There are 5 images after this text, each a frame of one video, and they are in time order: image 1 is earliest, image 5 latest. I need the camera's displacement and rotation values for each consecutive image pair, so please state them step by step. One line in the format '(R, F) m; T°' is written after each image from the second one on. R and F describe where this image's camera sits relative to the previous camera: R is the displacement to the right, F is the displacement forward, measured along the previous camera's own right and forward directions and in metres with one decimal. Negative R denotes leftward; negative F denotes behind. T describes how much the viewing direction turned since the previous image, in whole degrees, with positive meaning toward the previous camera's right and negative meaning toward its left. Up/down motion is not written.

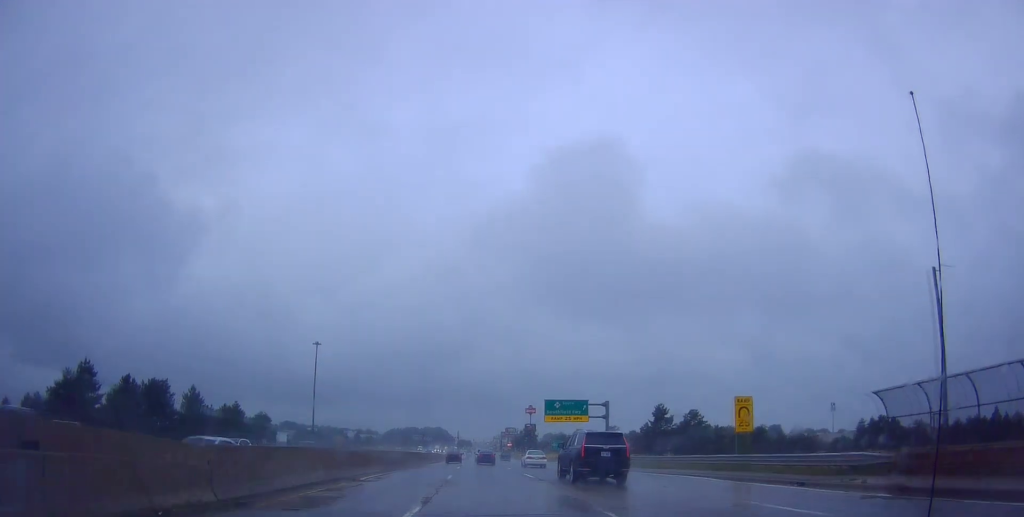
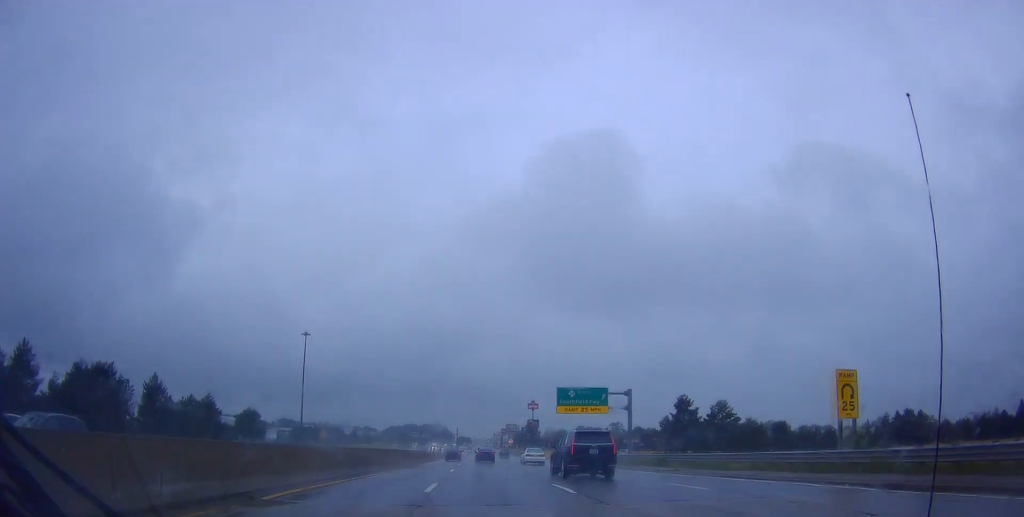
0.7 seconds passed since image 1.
(-0.3, +11.2) m; 0°
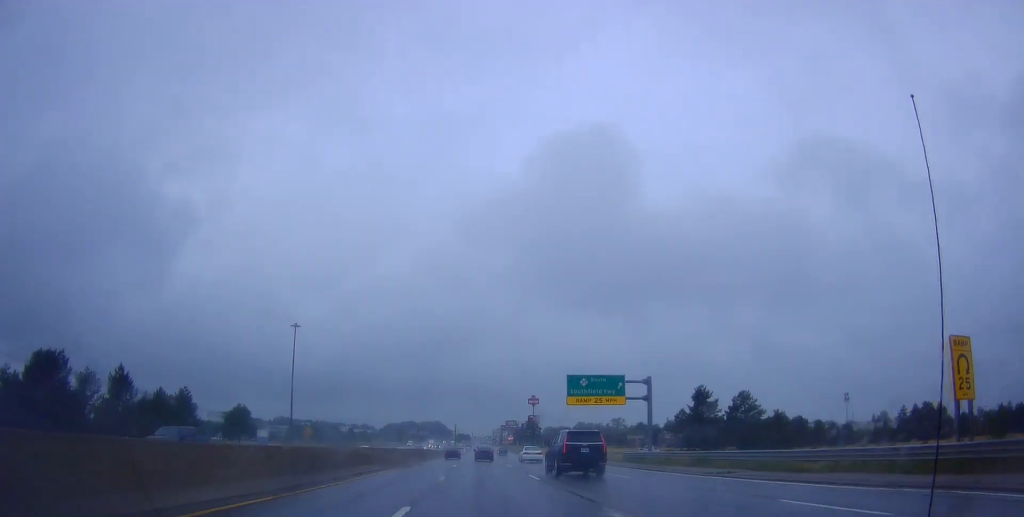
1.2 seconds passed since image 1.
(-0.2, +8.0) m; 0°
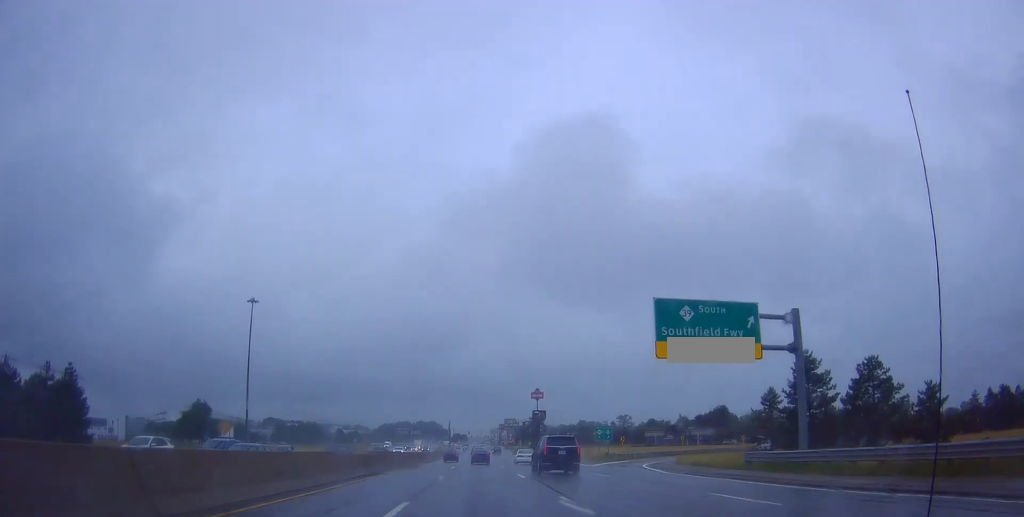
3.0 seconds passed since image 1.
(+0.9, +28.0) m; +2°
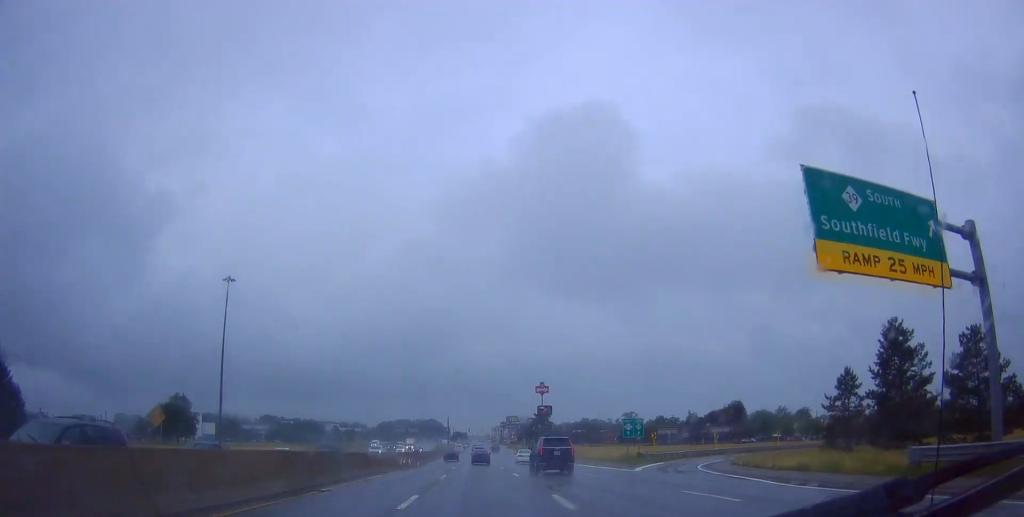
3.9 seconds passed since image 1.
(0.0, +13.3) m; 0°
